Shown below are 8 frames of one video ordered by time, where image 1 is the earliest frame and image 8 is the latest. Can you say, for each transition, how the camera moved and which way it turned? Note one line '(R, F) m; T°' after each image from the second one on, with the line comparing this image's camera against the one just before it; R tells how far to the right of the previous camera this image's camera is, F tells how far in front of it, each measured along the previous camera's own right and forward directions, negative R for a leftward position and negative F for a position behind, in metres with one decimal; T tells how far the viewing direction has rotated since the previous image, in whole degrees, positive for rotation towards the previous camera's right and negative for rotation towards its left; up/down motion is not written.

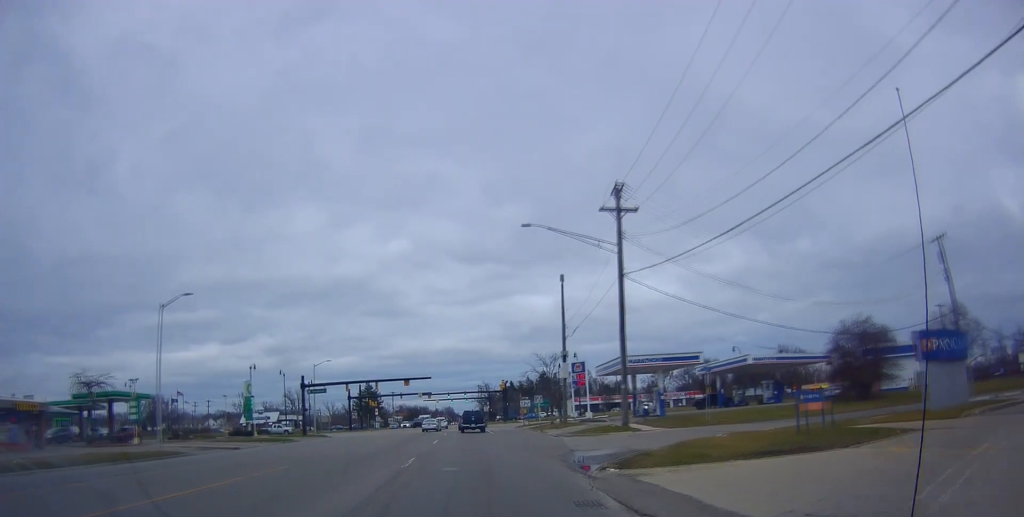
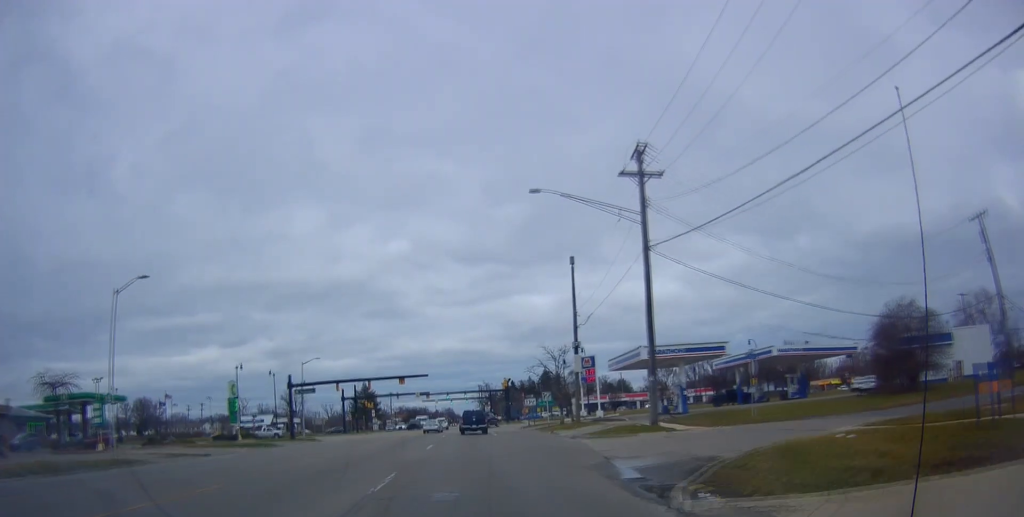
(+0.1, +6.8) m; 0°
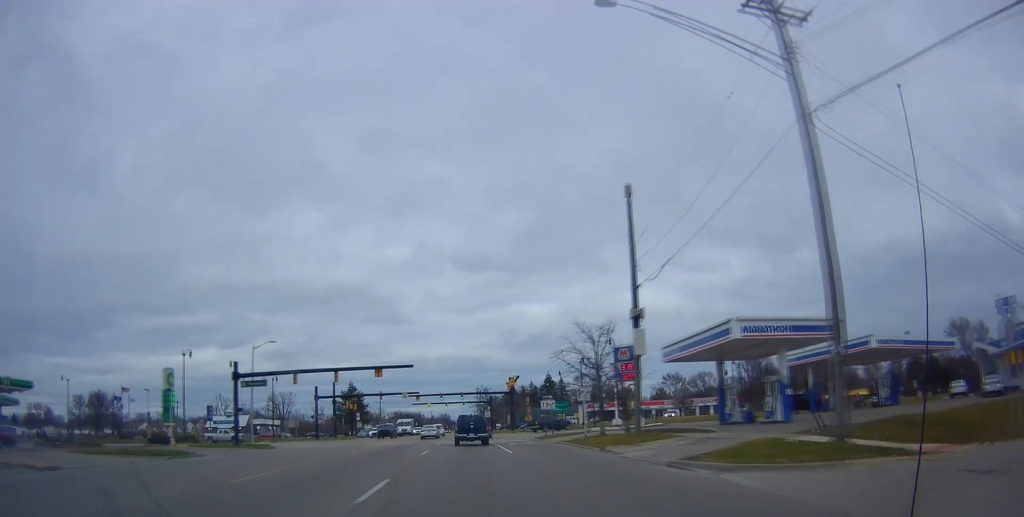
(-0.6, +18.7) m; -4°
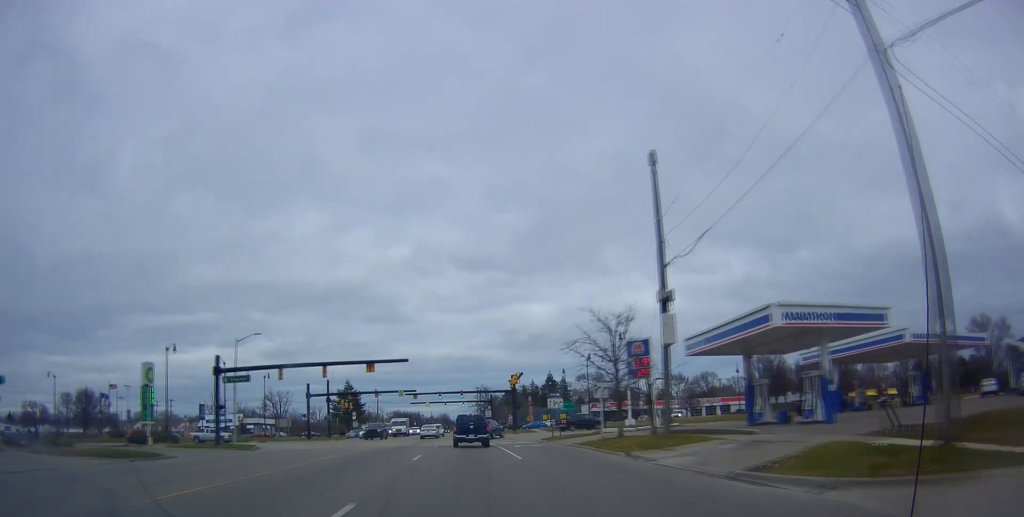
(-0.1, +4.6) m; -1°
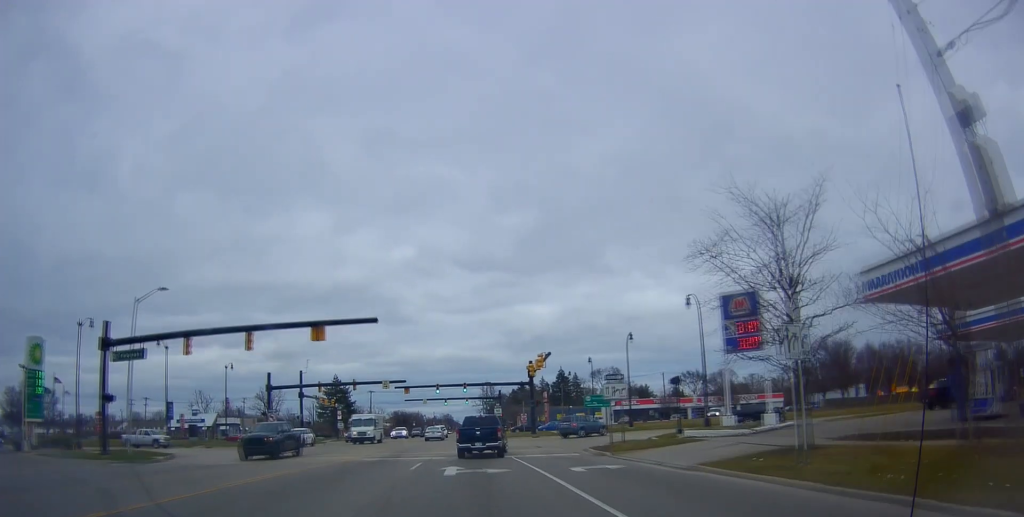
(+0.7, +17.6) m; +2°
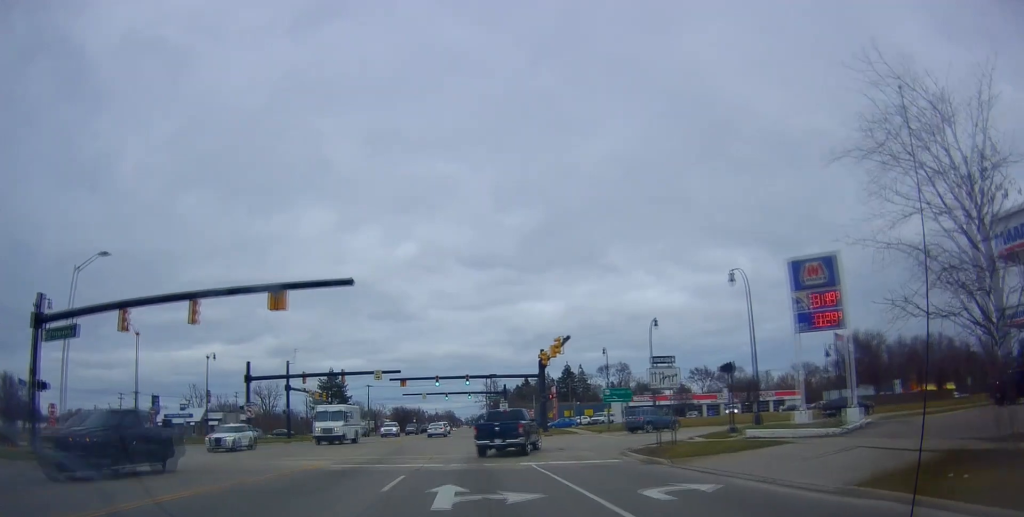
(0.0, +6.7) m; 0°
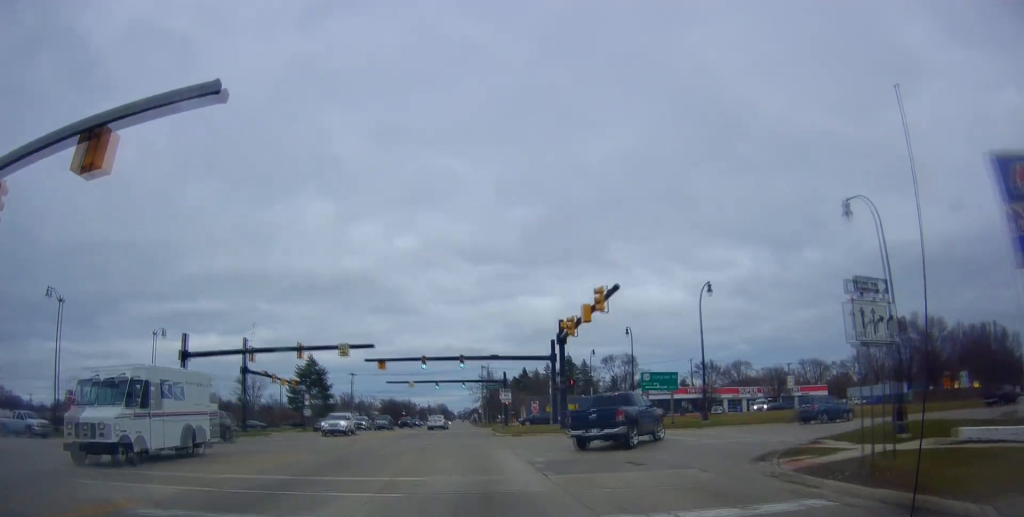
(-0.1, +12.5) m; 0°
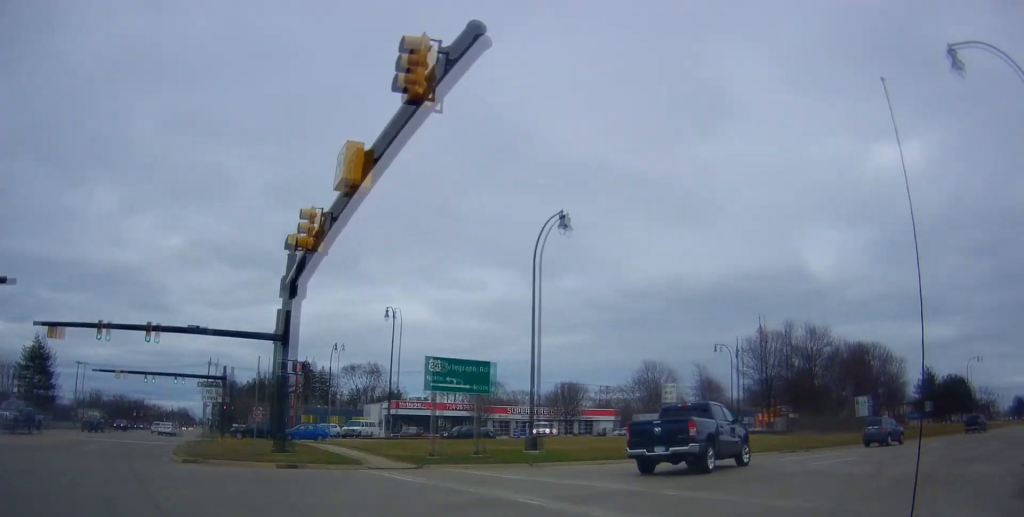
(+0.3, +18.0) m; +9°
